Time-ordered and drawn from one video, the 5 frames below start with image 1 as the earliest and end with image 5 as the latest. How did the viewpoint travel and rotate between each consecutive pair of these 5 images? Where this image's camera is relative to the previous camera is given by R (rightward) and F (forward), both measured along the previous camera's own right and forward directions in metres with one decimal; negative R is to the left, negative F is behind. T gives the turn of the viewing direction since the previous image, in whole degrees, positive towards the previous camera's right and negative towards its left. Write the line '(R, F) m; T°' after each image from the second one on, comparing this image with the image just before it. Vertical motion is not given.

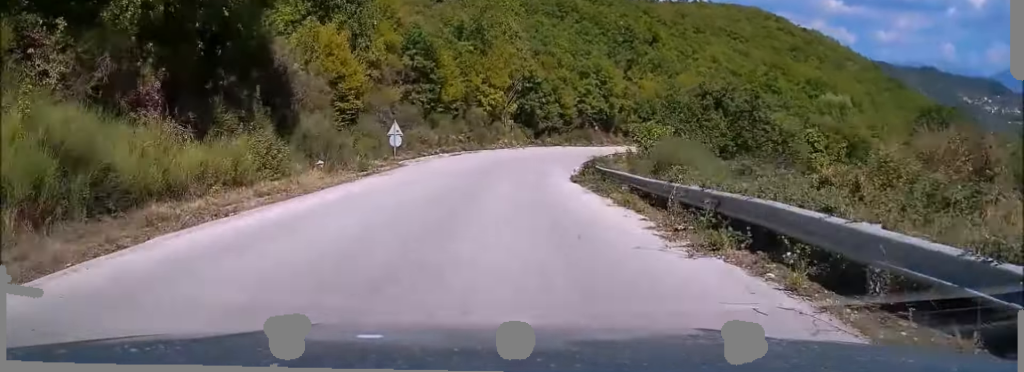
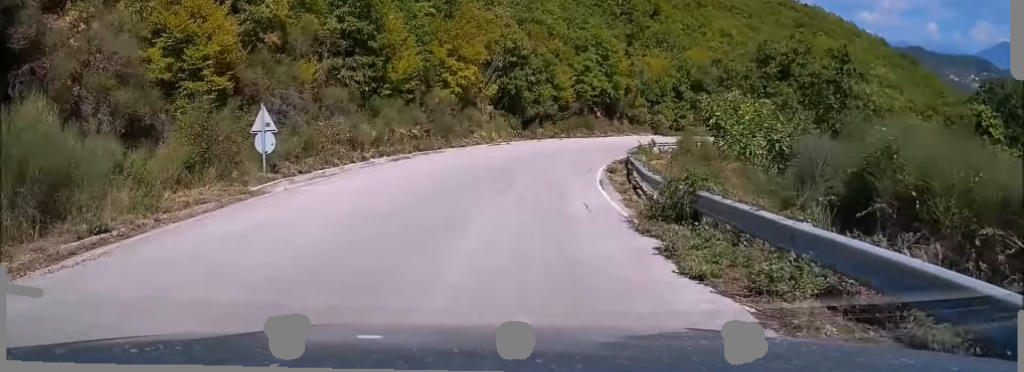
(+0.2, +16.9) m; +3°
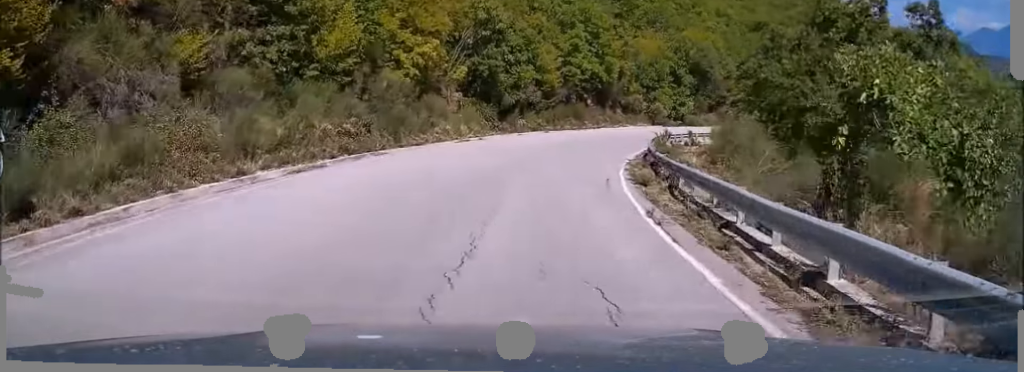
(+0.4, +9.9) m; +3°
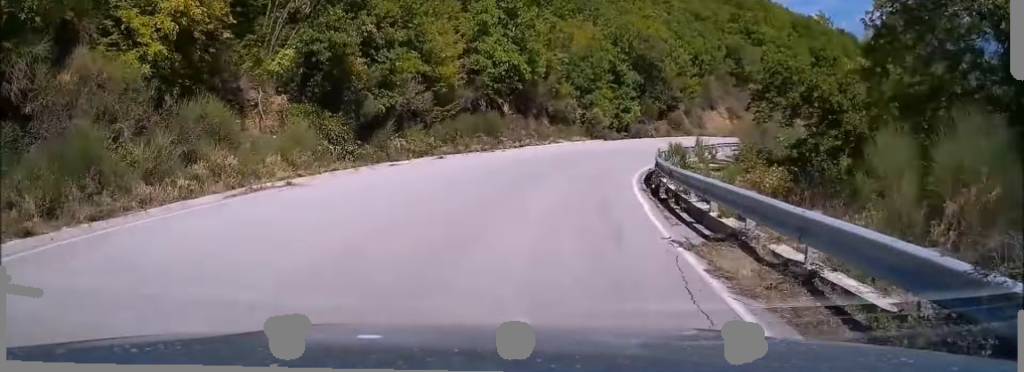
(+0.9, +17.7) m; +8°
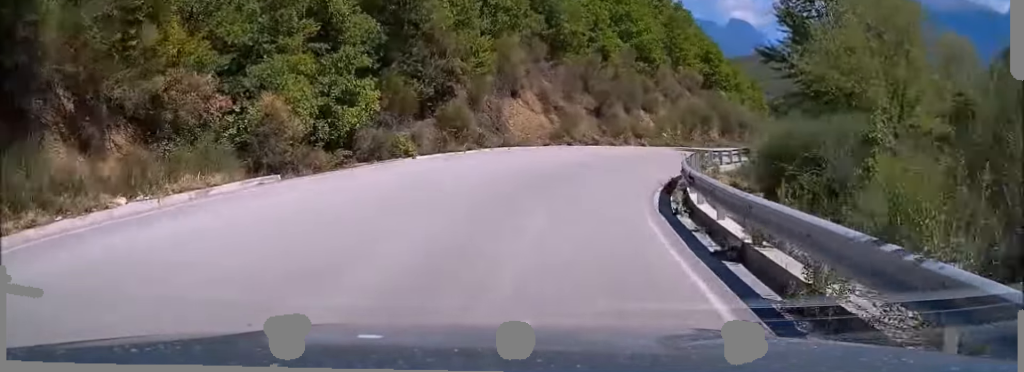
(+5.3, +30.9) m; +22°
